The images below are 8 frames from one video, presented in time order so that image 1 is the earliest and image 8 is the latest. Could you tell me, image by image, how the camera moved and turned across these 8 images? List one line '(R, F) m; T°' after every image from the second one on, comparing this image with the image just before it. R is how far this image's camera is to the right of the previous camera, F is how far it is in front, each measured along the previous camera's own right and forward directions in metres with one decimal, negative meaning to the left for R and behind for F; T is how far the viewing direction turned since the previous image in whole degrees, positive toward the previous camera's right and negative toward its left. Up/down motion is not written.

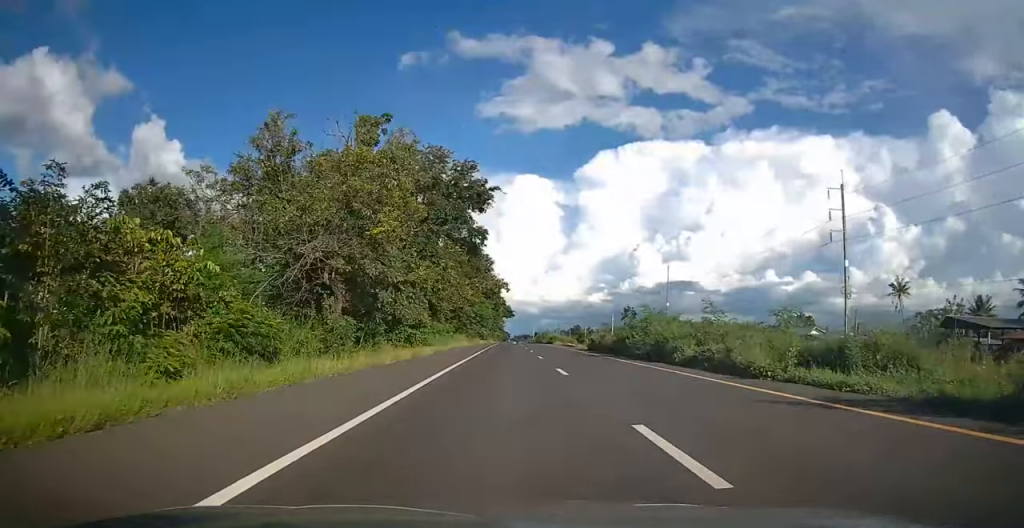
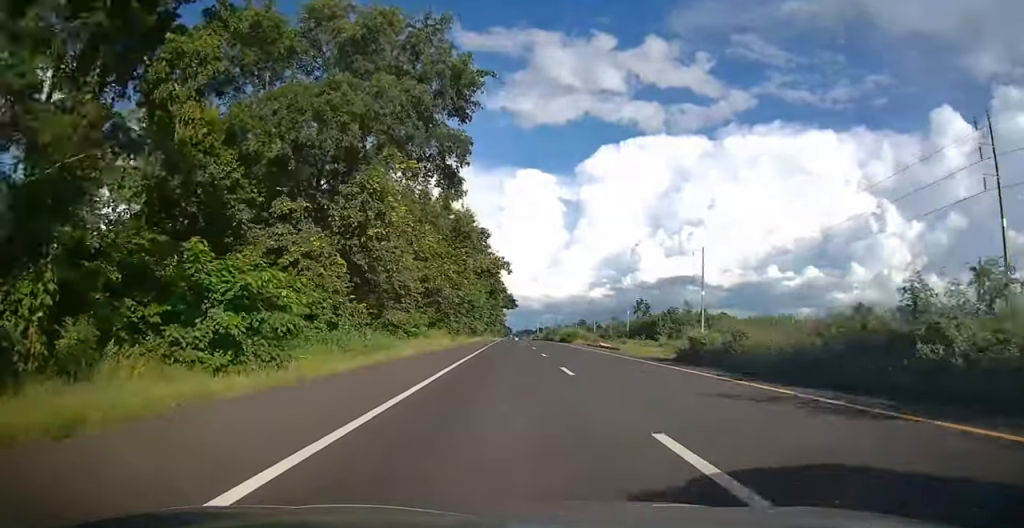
(0.0, +24.8) m; 0°
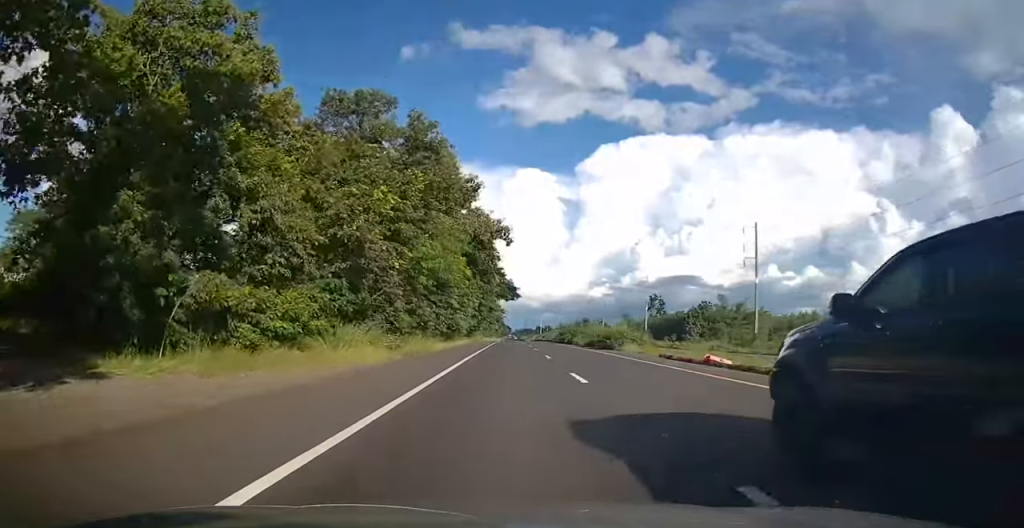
(0.0, +26.4) m; 0°
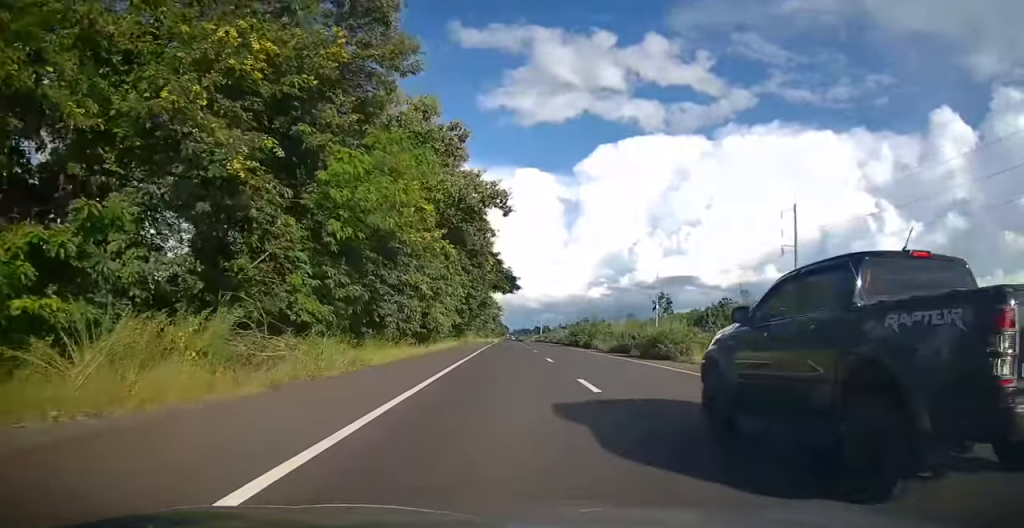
(0.0, +14.0) m; 0°
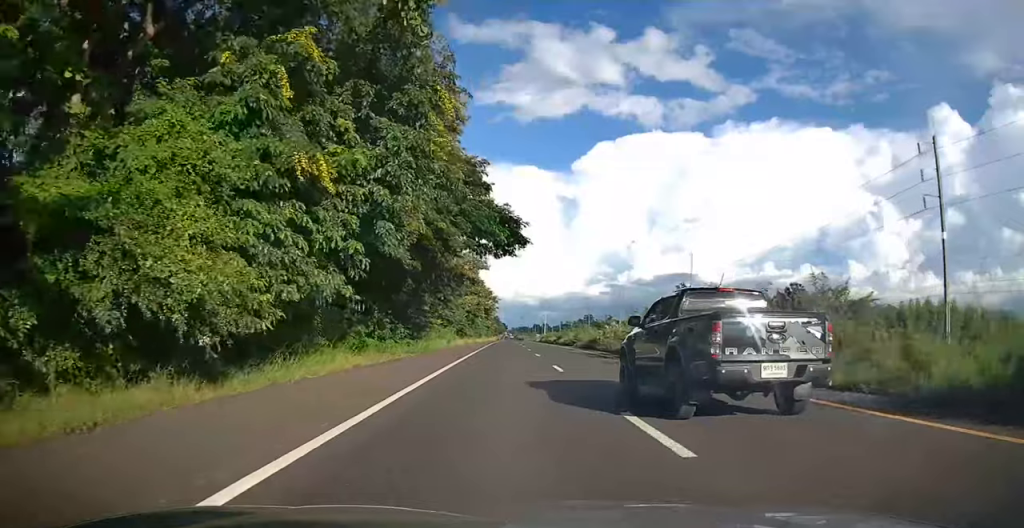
(0.0, +30.1) m; 0°
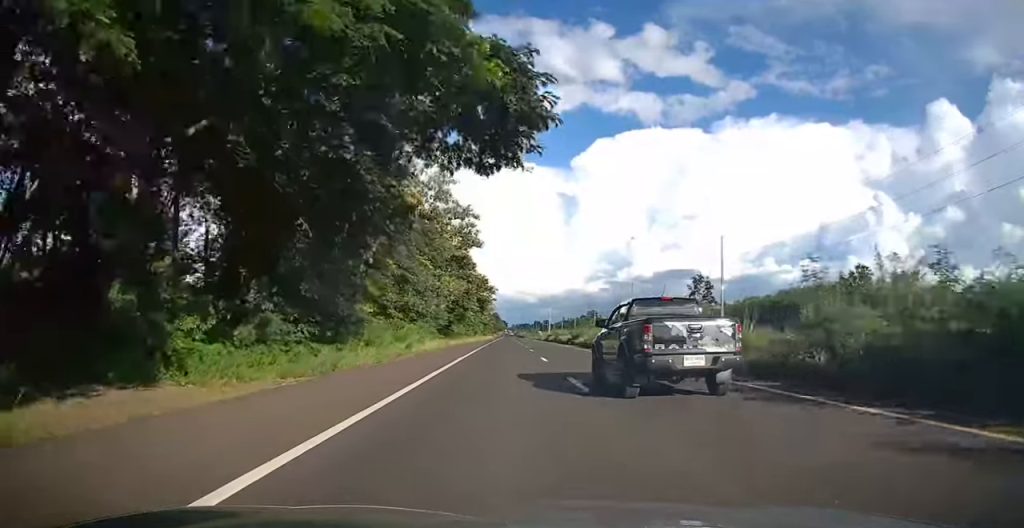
(0.0, +18.1) m; 0°
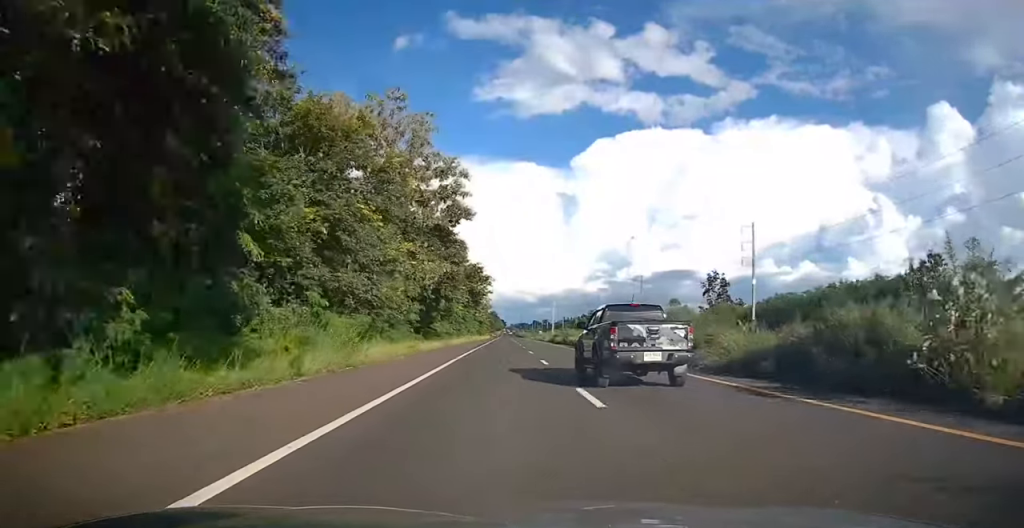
(0.0, +14.3) m; 0°
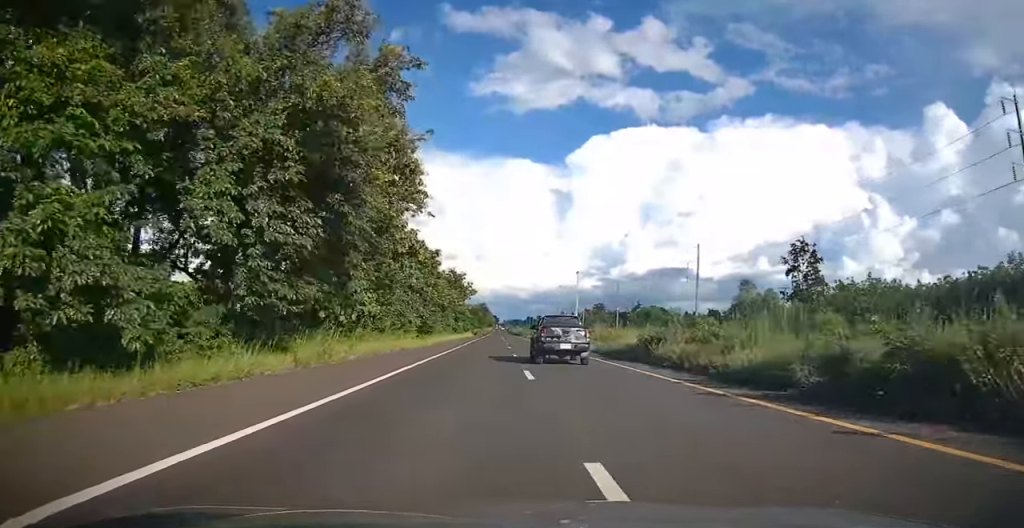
(+0.1, +55.4) m; 0°
